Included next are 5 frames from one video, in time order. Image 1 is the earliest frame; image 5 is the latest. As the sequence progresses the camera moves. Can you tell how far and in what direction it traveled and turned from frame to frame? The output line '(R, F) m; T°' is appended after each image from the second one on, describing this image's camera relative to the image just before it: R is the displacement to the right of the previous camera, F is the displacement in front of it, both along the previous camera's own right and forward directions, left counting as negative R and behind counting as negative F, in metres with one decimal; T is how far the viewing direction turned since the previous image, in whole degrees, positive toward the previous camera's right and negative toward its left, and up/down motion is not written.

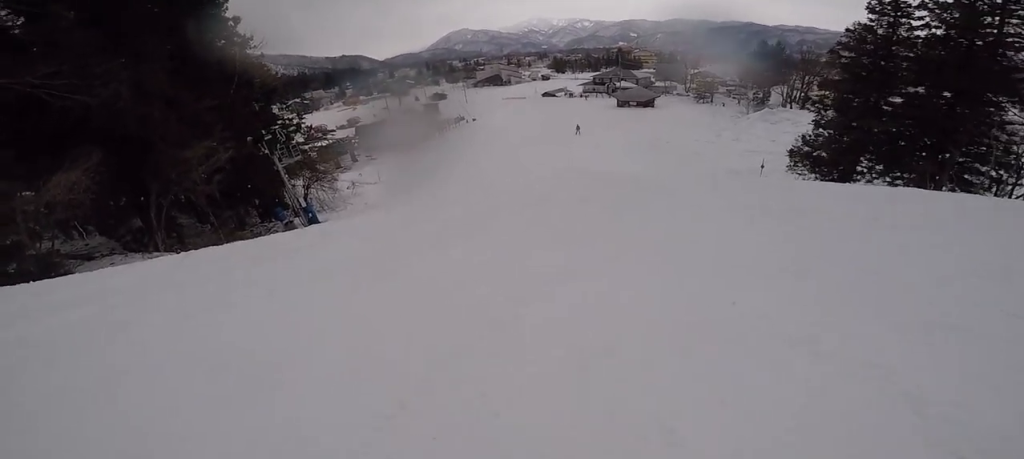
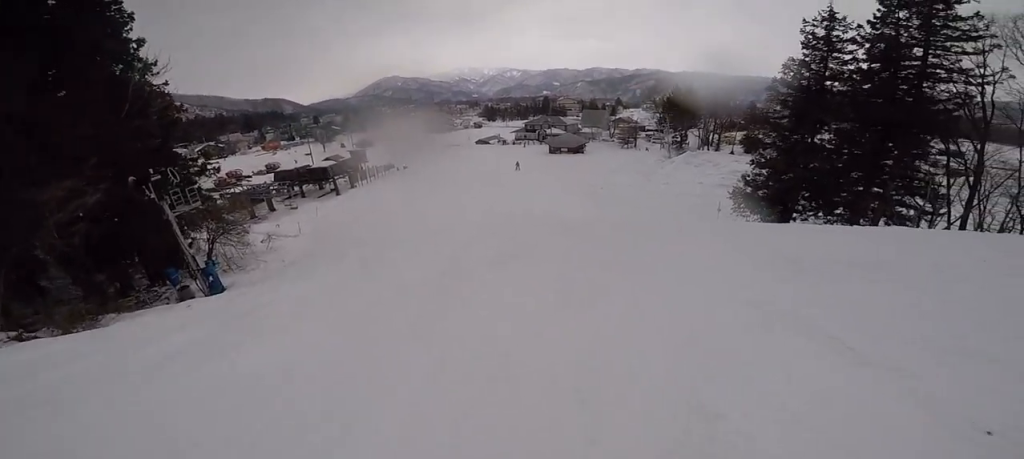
(0.0, +5.4) m; +2°
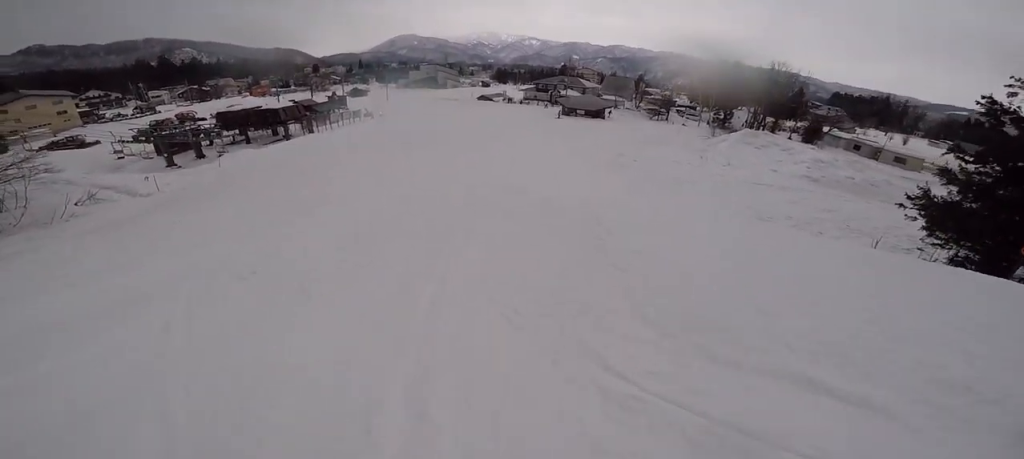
(+1.2, +17.2) m; +5°
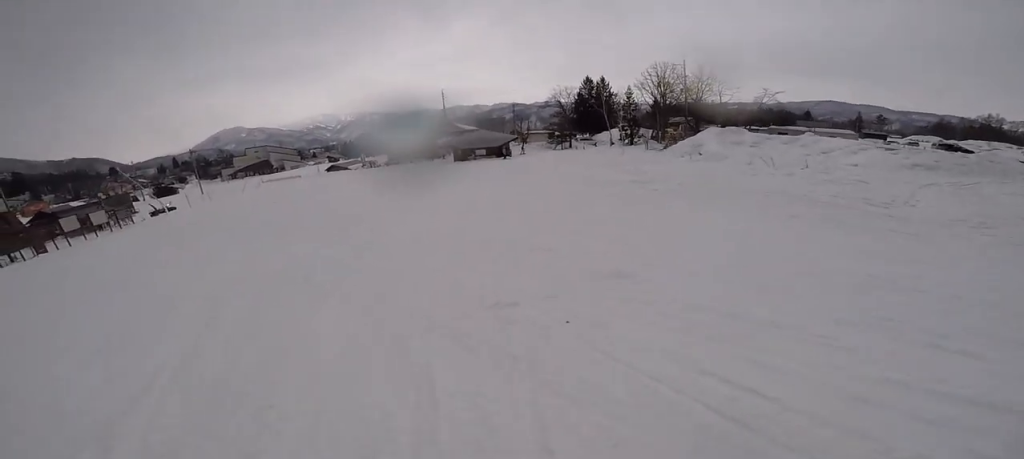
(+0.2, +20.0) m; +12°
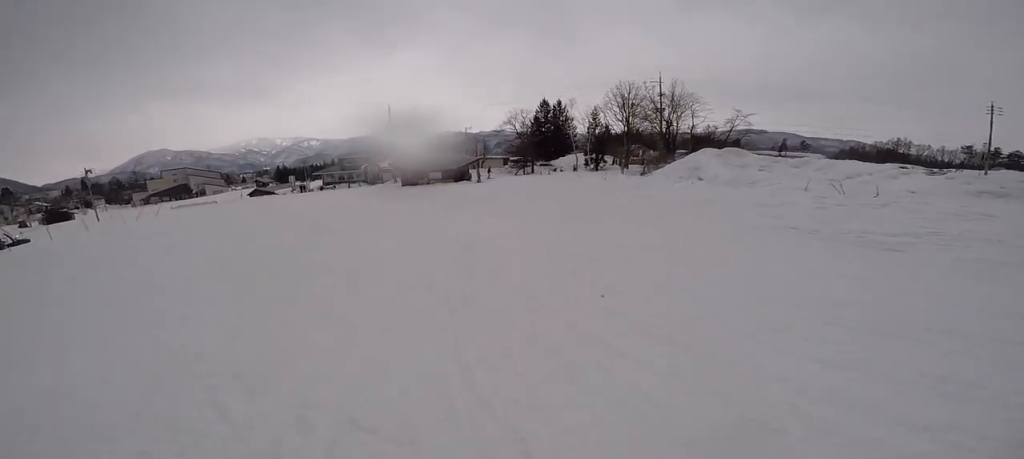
(+1.0, +6.7) m; +14°
